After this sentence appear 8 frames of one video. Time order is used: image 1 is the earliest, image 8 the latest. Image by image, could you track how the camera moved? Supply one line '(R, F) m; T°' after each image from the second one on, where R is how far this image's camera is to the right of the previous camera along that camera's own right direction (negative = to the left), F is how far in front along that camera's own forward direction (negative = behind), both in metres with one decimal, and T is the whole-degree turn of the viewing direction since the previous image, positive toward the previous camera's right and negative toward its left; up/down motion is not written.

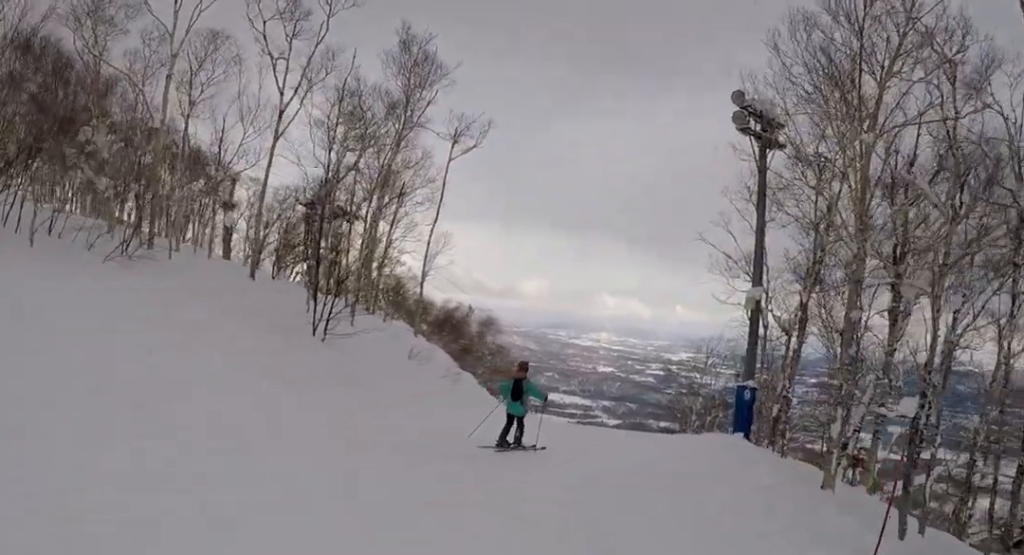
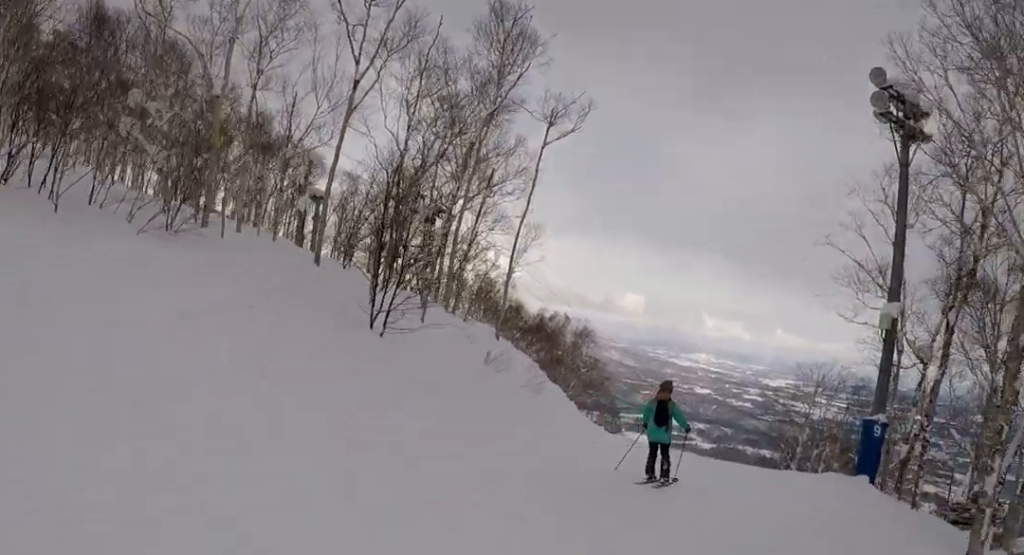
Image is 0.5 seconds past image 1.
(-0.1, +2.7) m; -7°
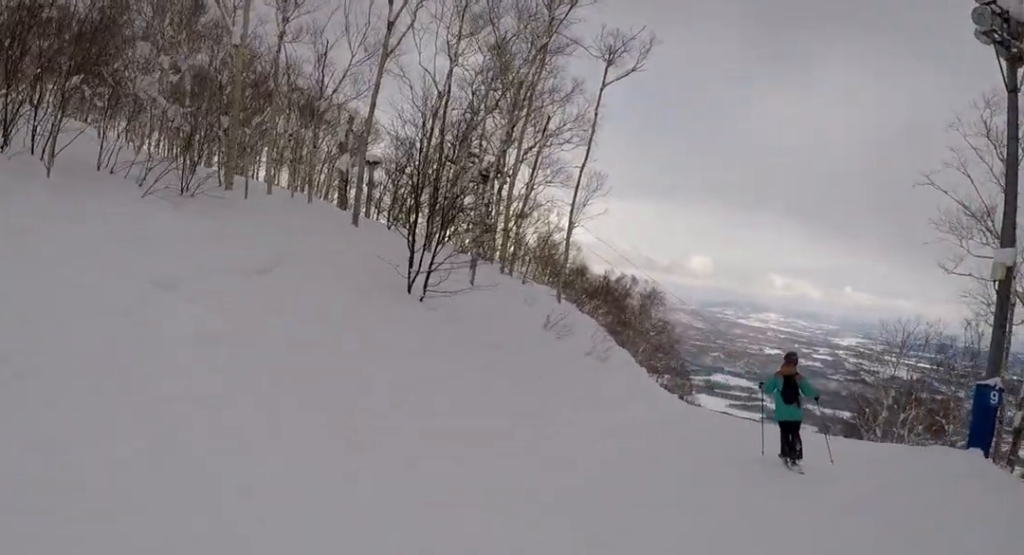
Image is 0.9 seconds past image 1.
(-1.0, +2.2) m; -4°
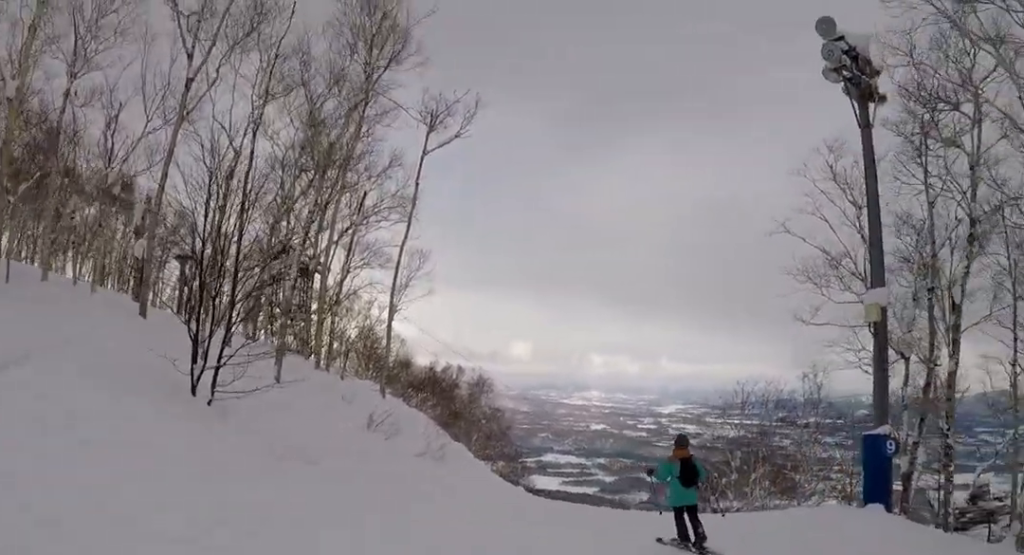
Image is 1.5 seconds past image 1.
(-0.5, +2.8) m; +4°
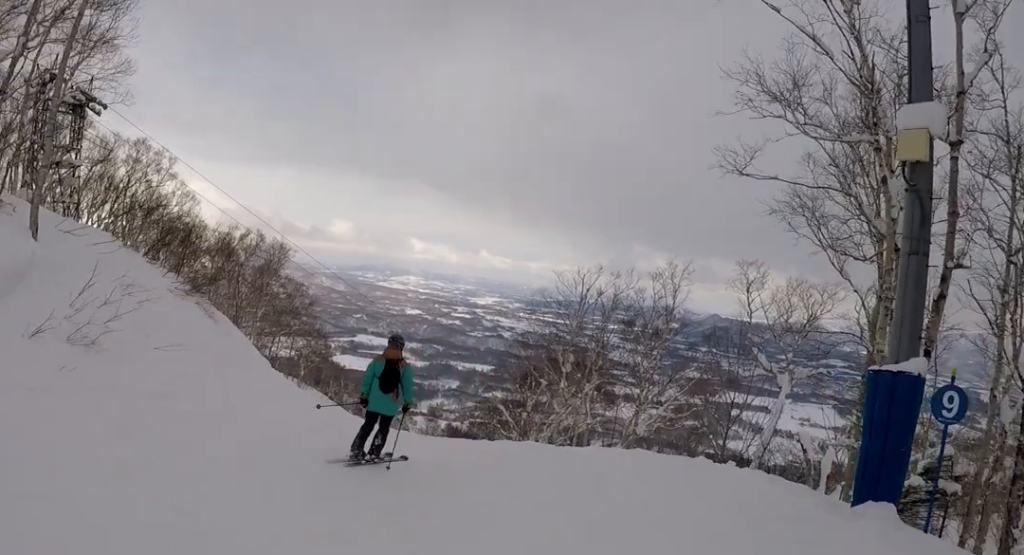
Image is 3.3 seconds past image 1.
(+4.5, +7.5) m; +36°
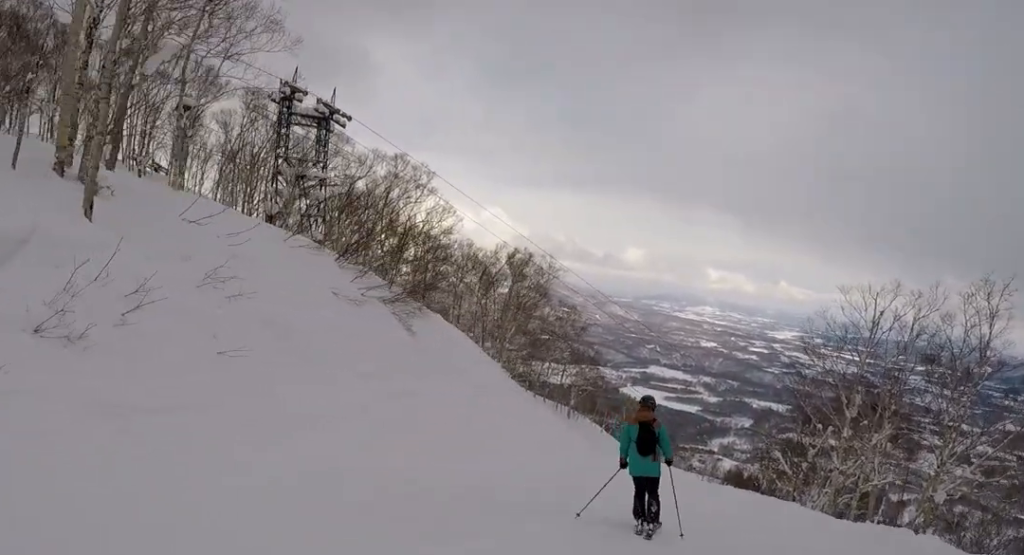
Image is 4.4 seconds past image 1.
(-1.1, +5.0) m; -33°
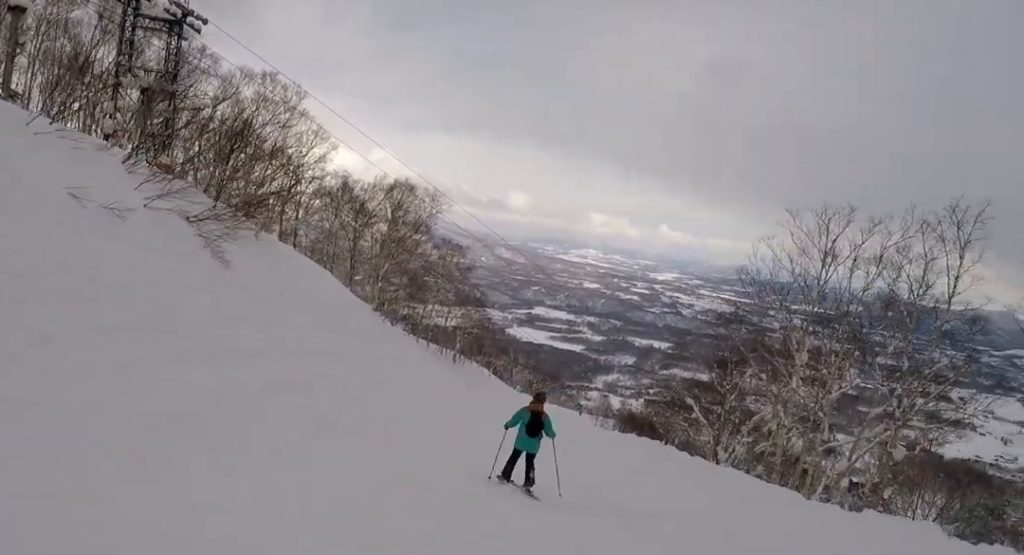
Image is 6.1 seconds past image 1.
(-0.3, +7.2) m; +18°
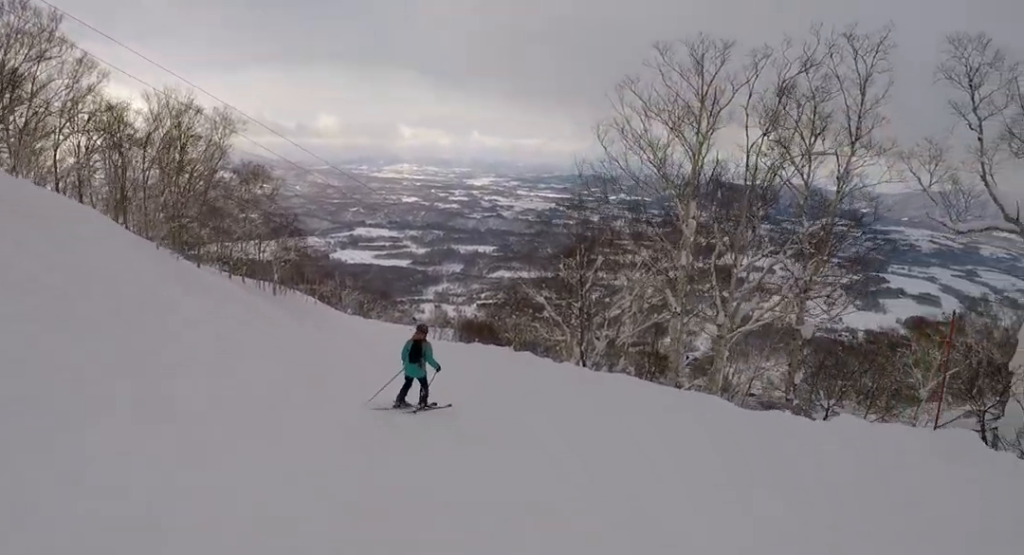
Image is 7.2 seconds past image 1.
(+0.5, +6.0) m; -2°
